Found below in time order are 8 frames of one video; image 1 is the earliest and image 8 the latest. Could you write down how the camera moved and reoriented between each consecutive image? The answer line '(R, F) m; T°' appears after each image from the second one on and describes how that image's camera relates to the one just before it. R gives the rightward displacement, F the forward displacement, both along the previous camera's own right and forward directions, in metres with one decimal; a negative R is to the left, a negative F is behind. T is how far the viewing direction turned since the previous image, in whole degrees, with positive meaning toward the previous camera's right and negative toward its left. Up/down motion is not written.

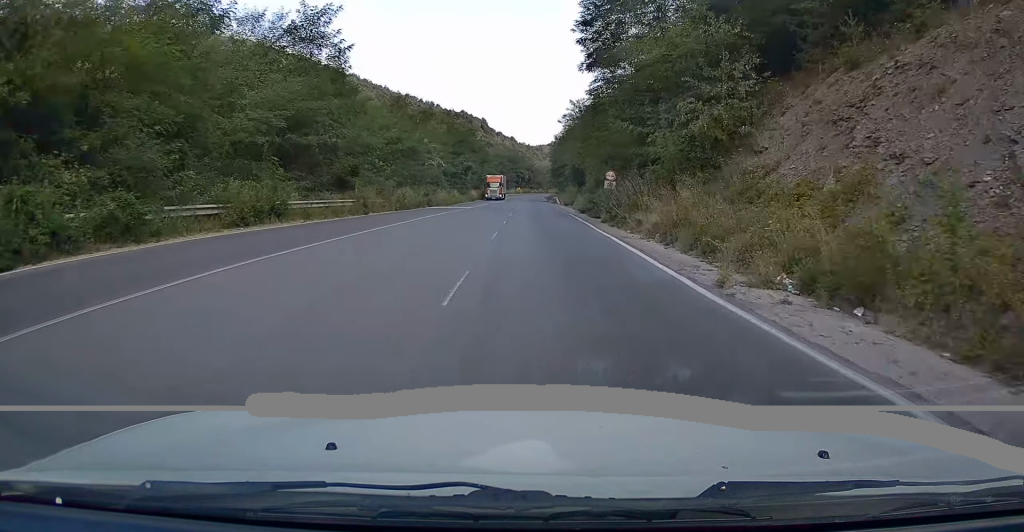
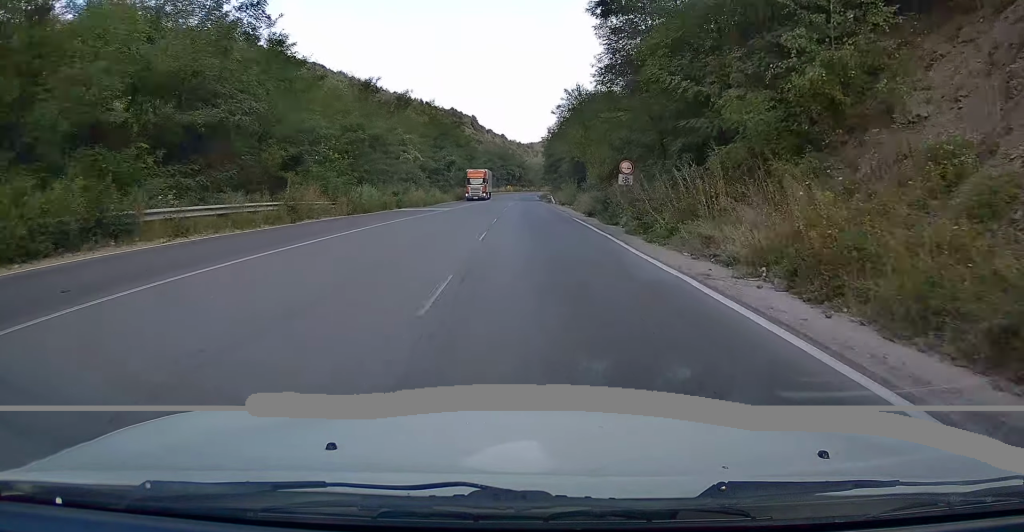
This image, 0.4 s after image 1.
(-0.1, +9.8) m; +2°
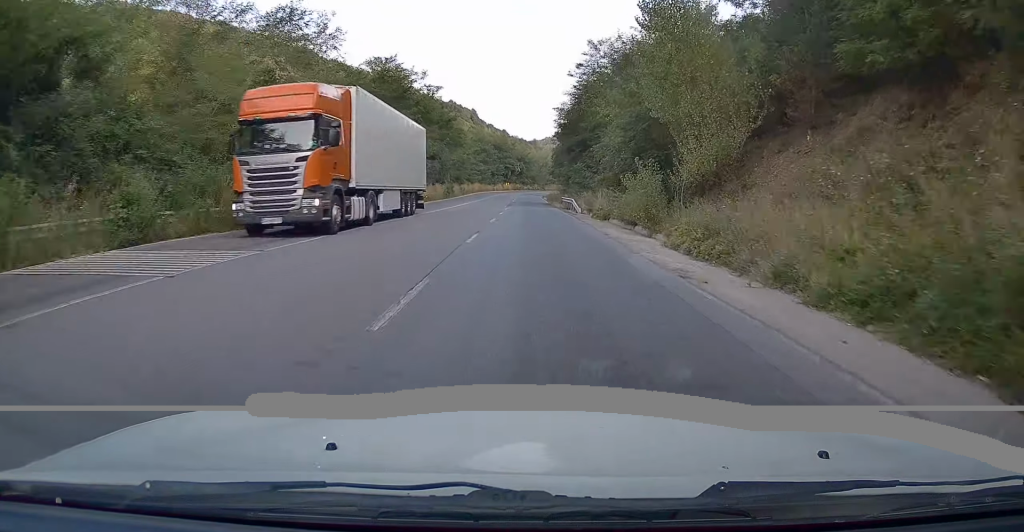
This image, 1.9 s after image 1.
(+1.4, +32.5) m; +3°
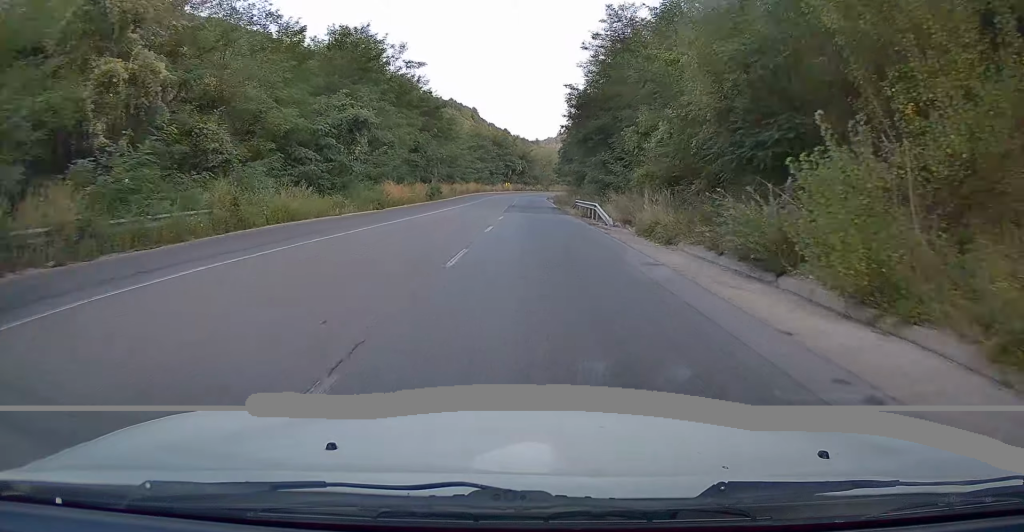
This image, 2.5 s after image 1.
(0.0, +13.7) m; +1°
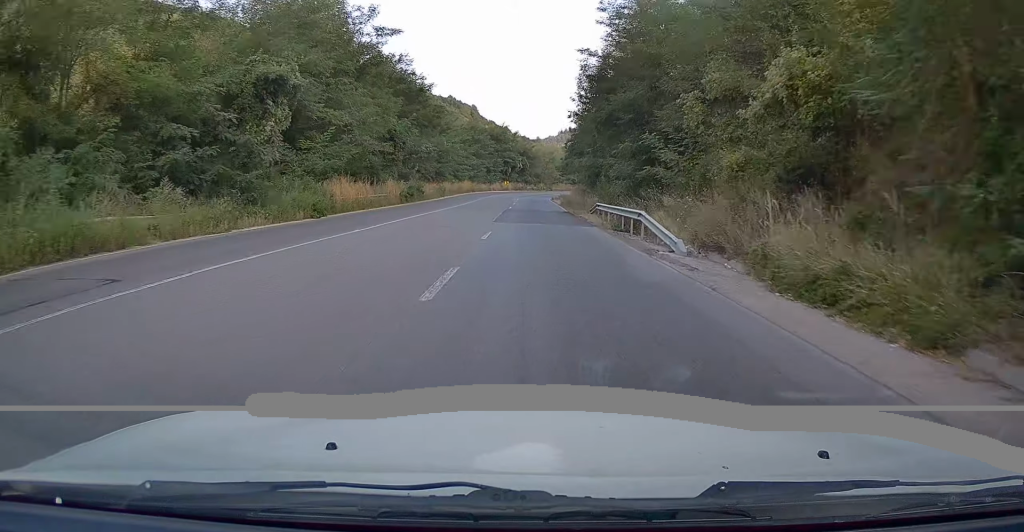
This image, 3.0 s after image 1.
(+0.2, +12.2) m; 0°
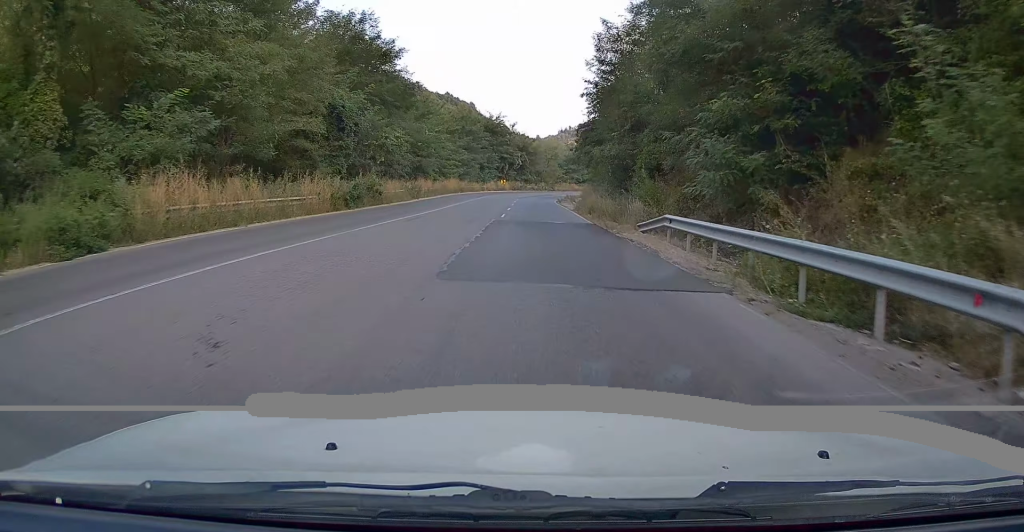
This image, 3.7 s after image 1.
(0.0, +15.8) m; 0°
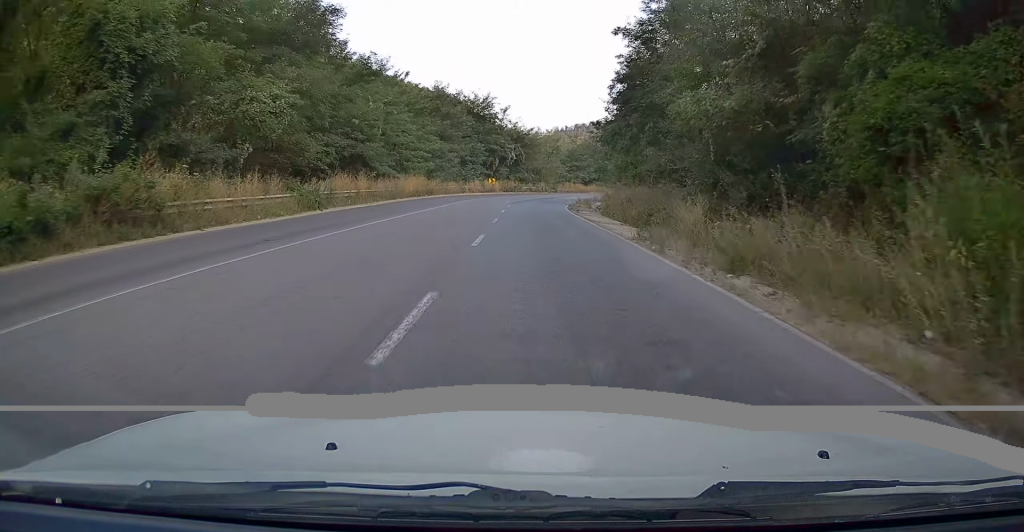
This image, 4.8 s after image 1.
(-0.1, +23.7) m; 0°
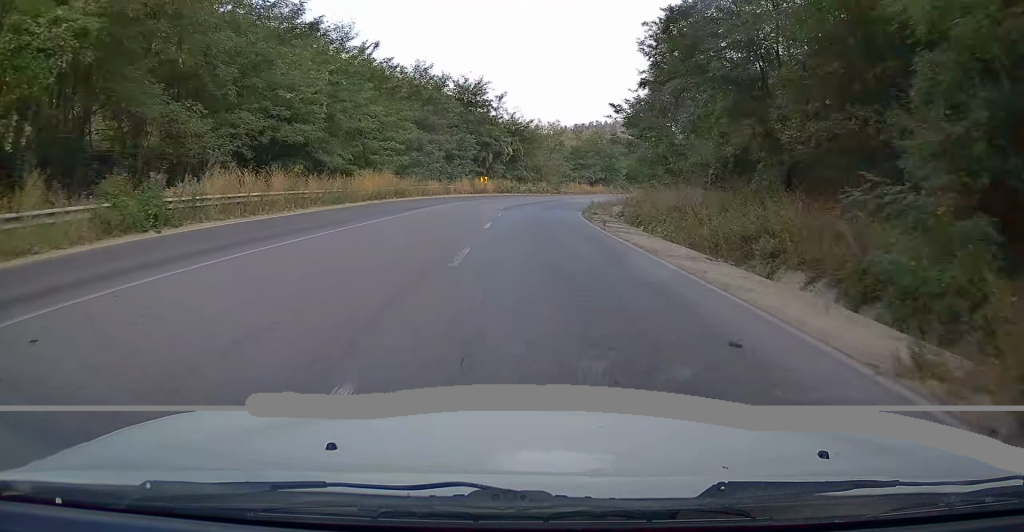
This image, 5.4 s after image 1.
(+0.2, +13.3) m; 0°
